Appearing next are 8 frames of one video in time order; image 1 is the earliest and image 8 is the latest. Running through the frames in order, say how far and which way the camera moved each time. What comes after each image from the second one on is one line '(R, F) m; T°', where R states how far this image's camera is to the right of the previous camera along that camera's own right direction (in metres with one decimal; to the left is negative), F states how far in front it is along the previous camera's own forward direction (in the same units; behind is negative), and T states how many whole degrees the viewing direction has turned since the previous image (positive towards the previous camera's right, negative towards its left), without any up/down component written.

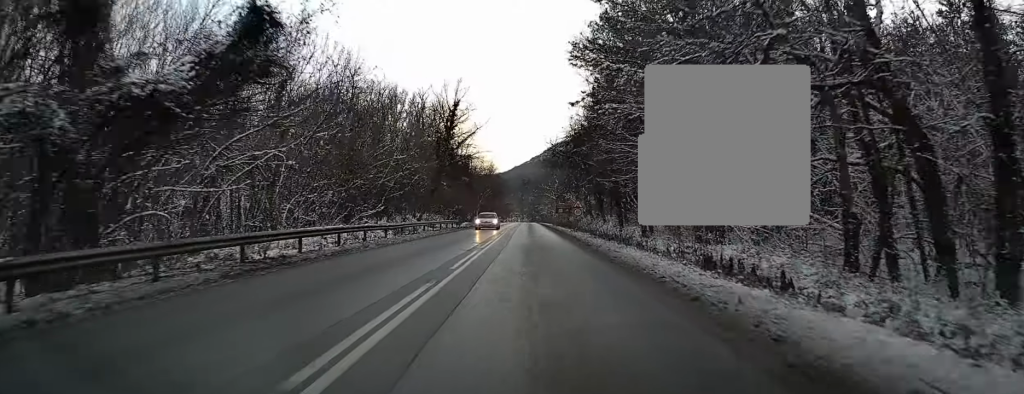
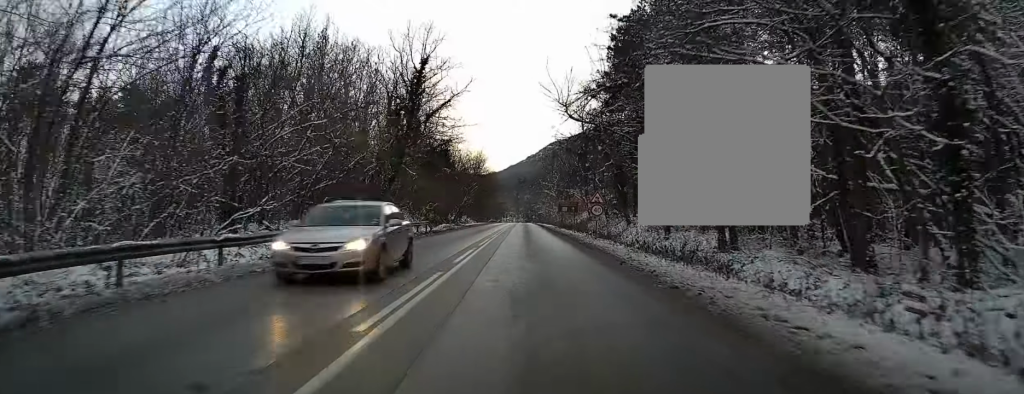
(+0.1, +16.1) m; 0°
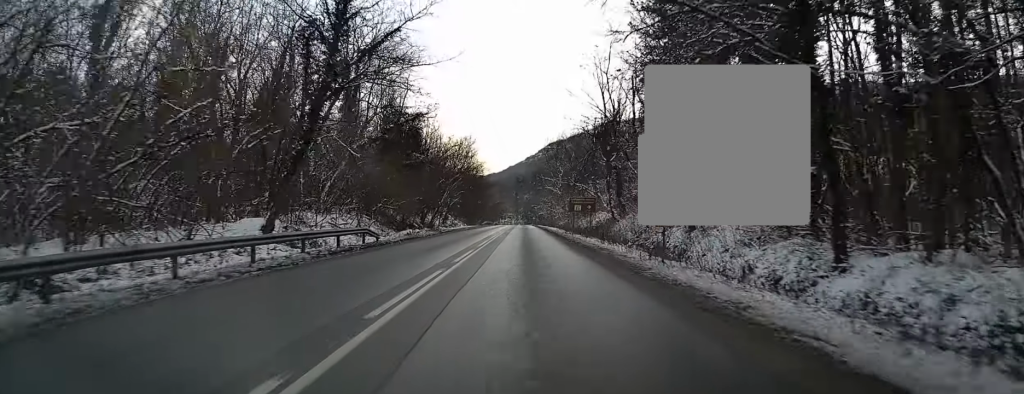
(-0.1, +16.6) m; -1°
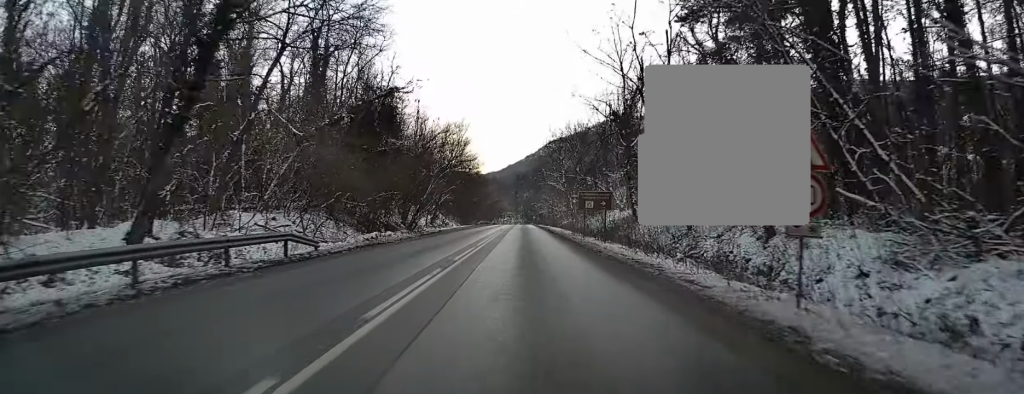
(-0.1, +8.6) m; -1°
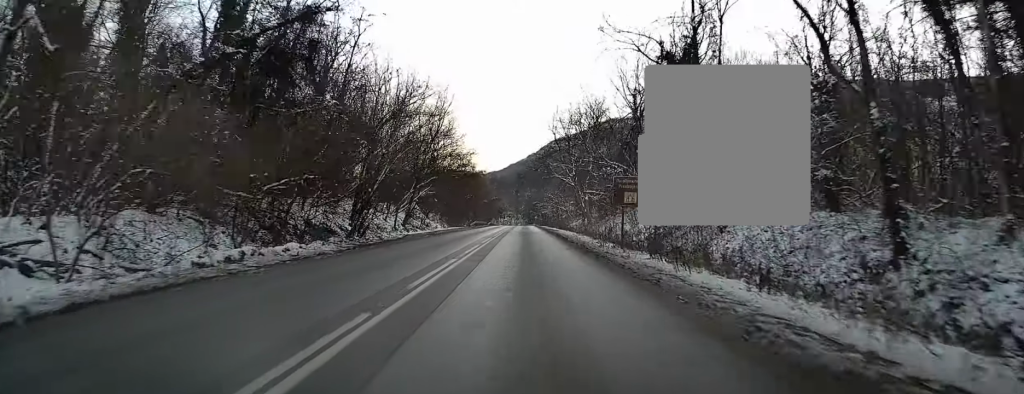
(-0.2, +14.4) m; -1°
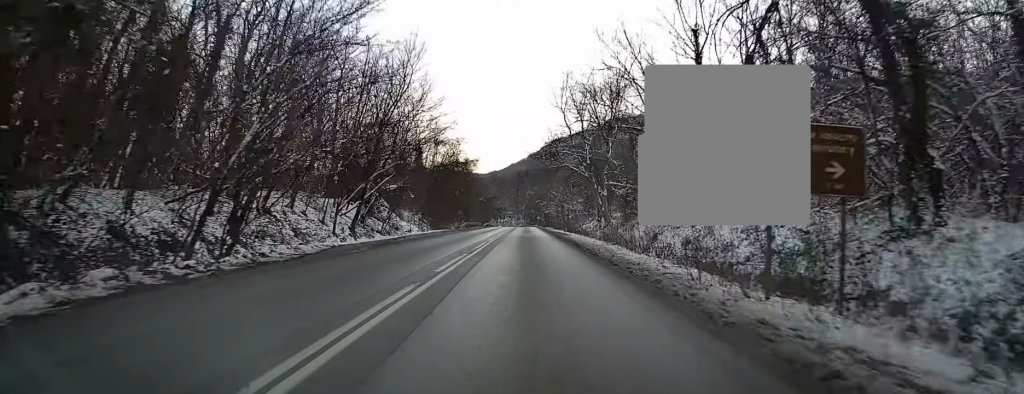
(0.0, +14.1) m; 0°
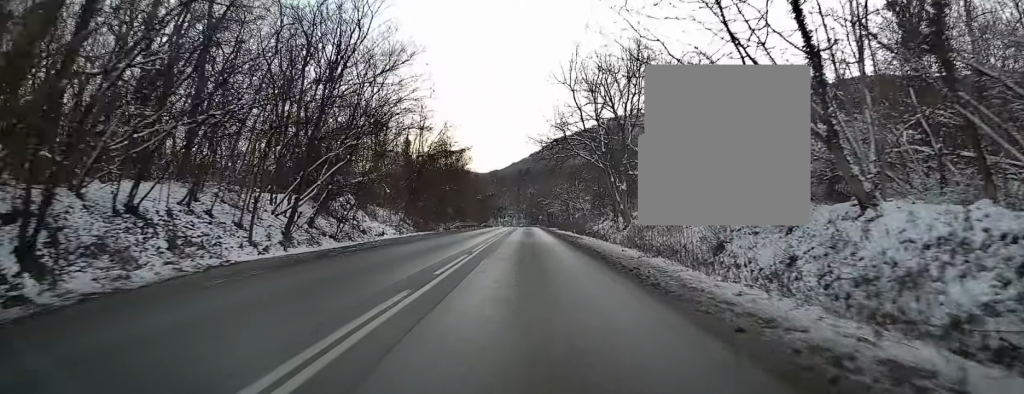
(0.0, +9.2) m; +1°
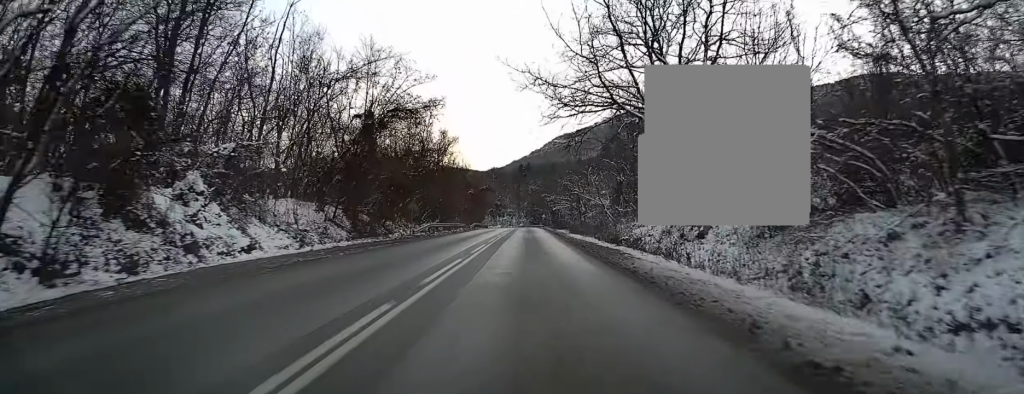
(+0.4, +18.6) m; +1°
